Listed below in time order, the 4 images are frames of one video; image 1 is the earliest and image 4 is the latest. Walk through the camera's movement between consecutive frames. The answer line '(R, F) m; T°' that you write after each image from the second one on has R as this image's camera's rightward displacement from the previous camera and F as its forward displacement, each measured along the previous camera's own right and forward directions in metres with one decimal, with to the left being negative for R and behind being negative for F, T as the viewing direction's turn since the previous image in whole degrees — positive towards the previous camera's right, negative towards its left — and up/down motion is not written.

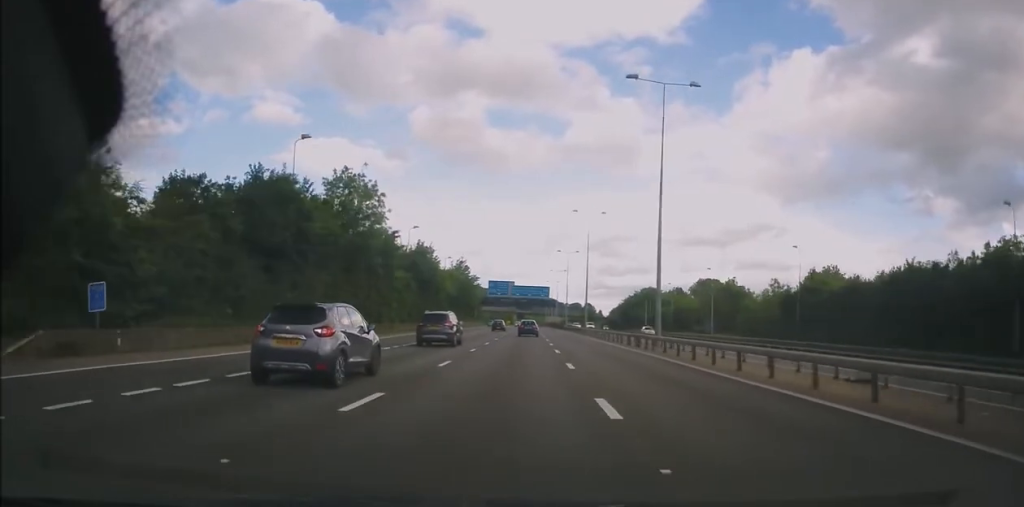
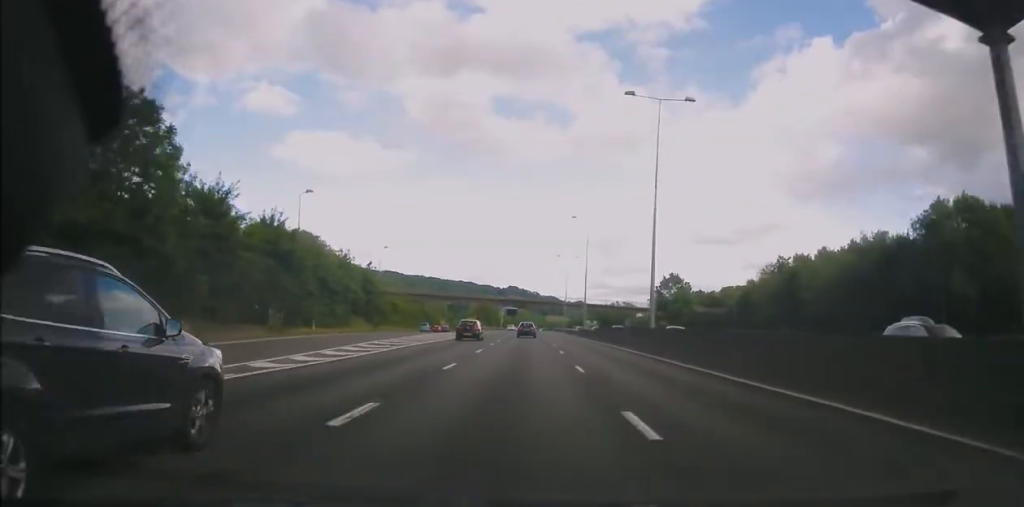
(-0.1, +171.3) m; 0°
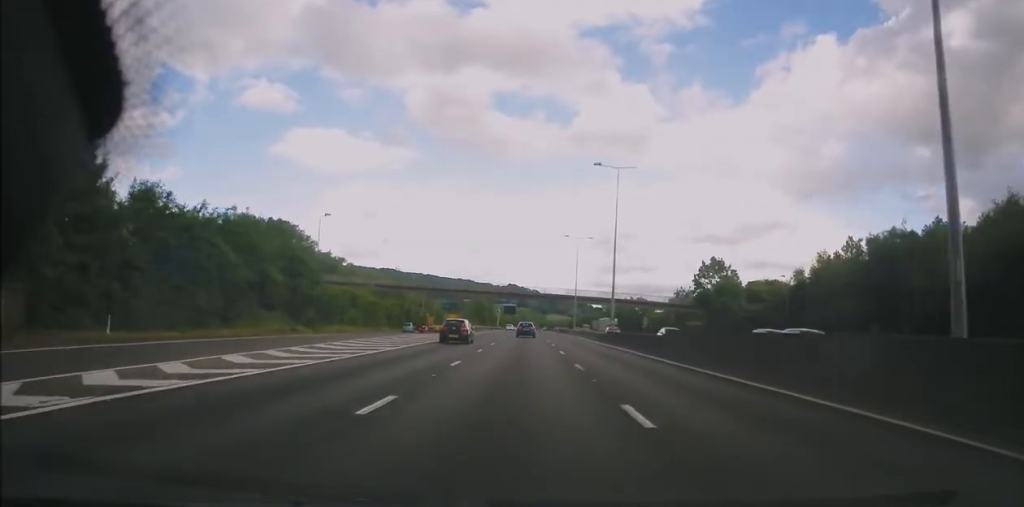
(-0.2, +26.2) m; 0°
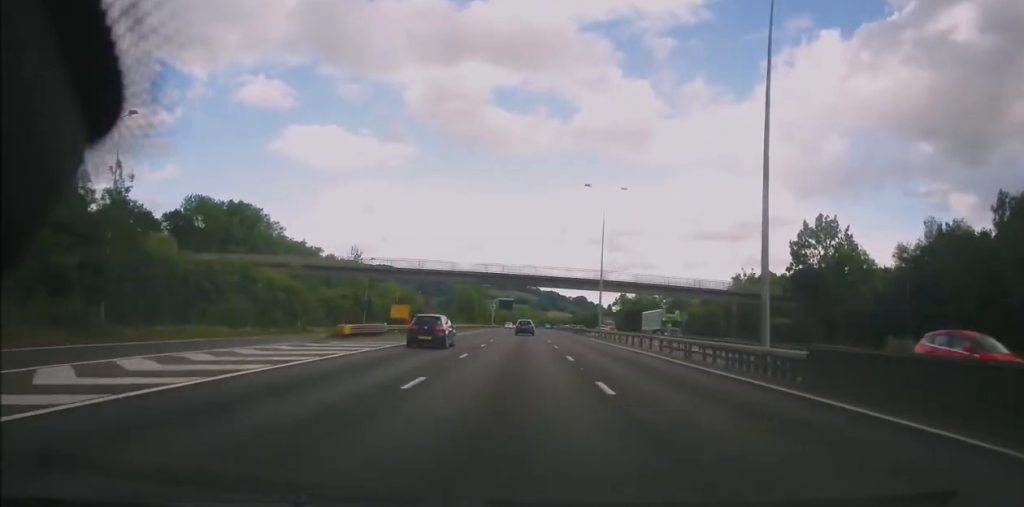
(0.0, +34.1) m; 0°
